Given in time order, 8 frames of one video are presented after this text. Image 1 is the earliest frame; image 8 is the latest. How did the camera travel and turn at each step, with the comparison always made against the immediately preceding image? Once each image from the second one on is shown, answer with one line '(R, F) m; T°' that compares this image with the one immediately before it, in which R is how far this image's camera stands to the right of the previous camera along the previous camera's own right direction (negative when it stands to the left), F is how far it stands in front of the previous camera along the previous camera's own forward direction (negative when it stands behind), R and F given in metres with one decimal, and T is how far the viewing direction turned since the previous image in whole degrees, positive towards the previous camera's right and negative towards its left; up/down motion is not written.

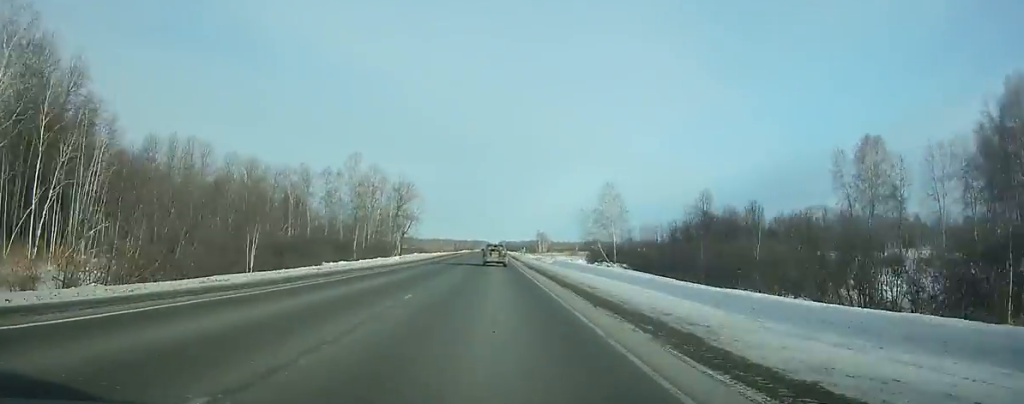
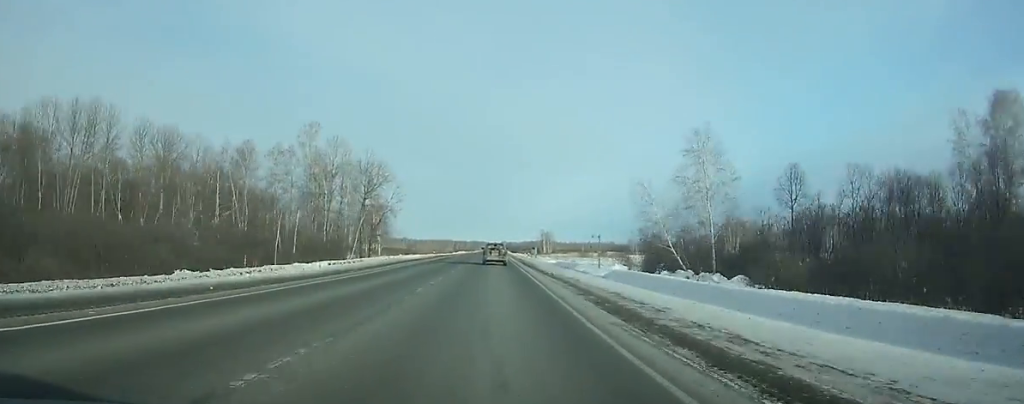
(-0.1, +31.2) m; 0°
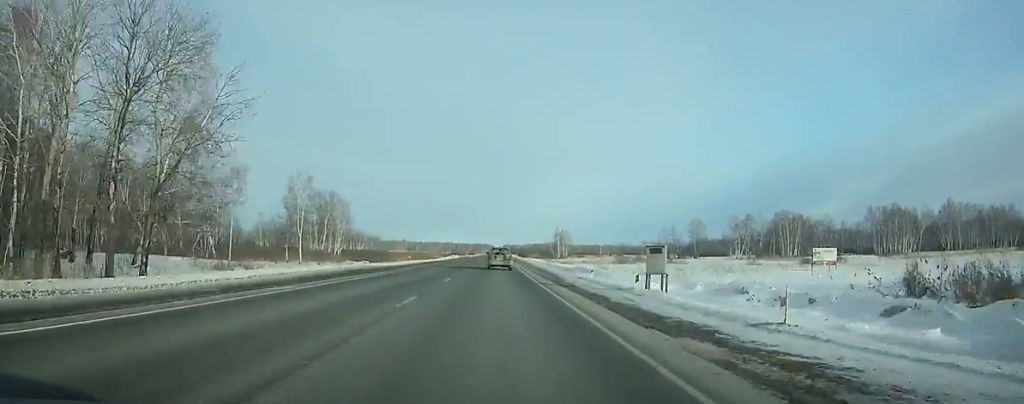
(-0.1, +64.4) m; 0°
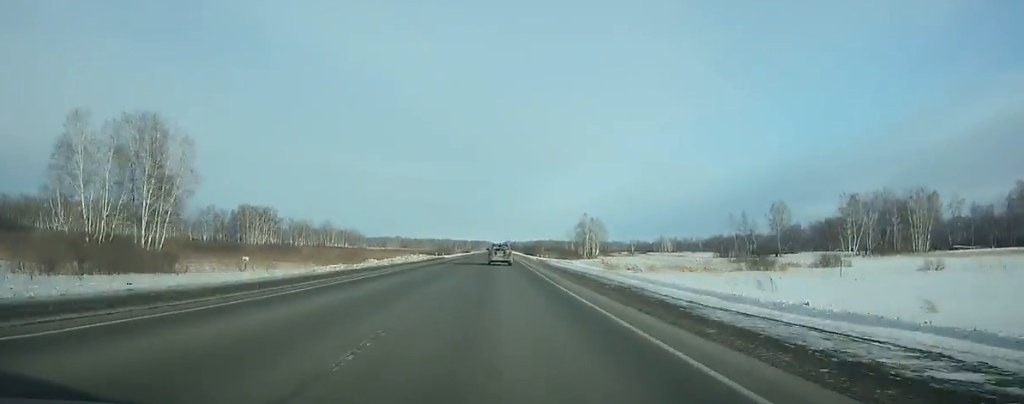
(+0.1, +90.3) m; 0°
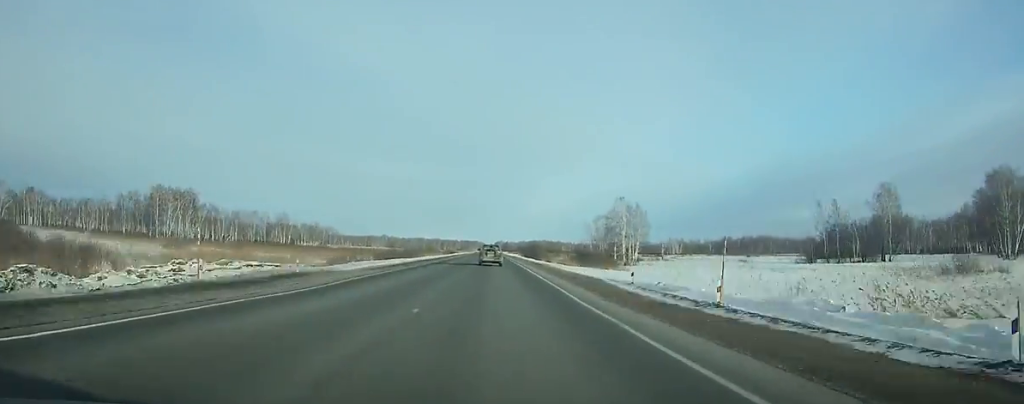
(+0.3, +69.2) m; 0°
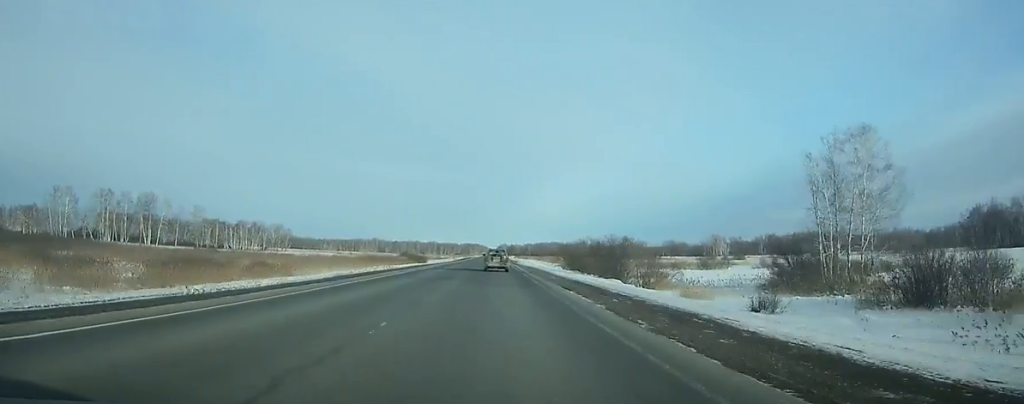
(+0.1, +133.3) m; 0°
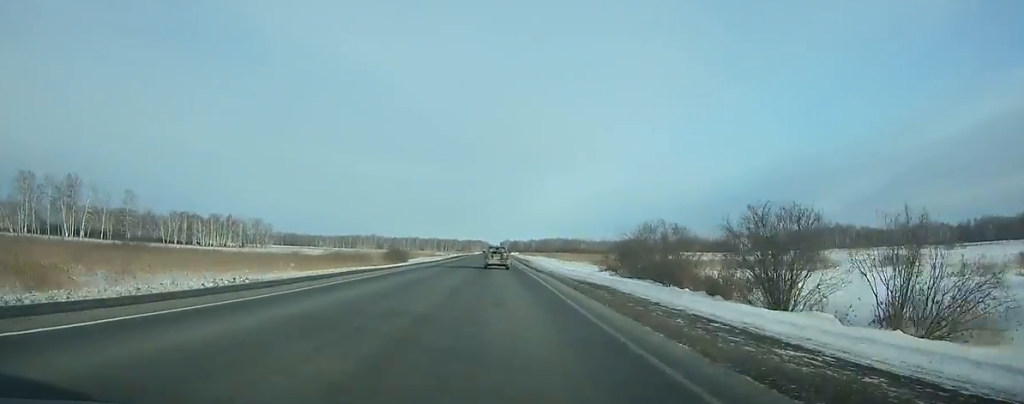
(0.0, +41.8) m; 0°
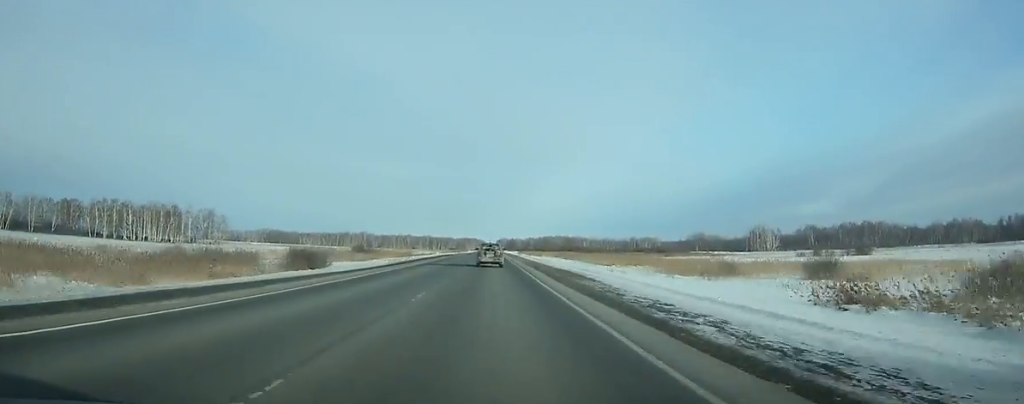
(0.0, +59.6) m; 0°
